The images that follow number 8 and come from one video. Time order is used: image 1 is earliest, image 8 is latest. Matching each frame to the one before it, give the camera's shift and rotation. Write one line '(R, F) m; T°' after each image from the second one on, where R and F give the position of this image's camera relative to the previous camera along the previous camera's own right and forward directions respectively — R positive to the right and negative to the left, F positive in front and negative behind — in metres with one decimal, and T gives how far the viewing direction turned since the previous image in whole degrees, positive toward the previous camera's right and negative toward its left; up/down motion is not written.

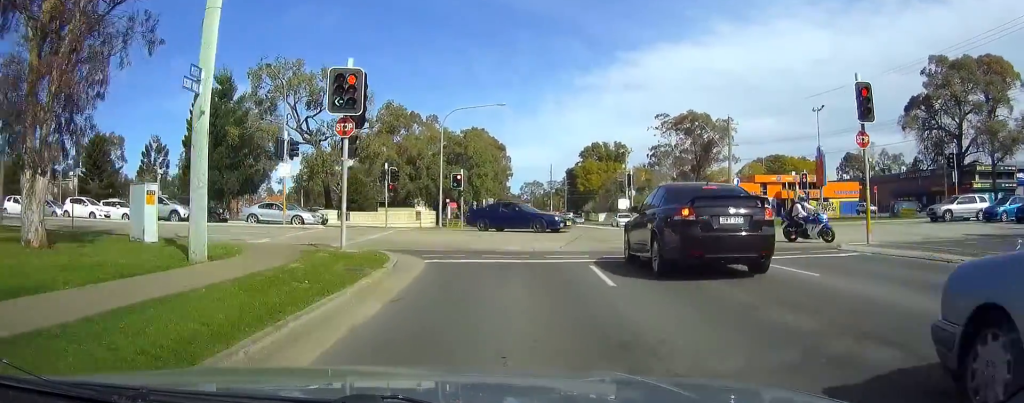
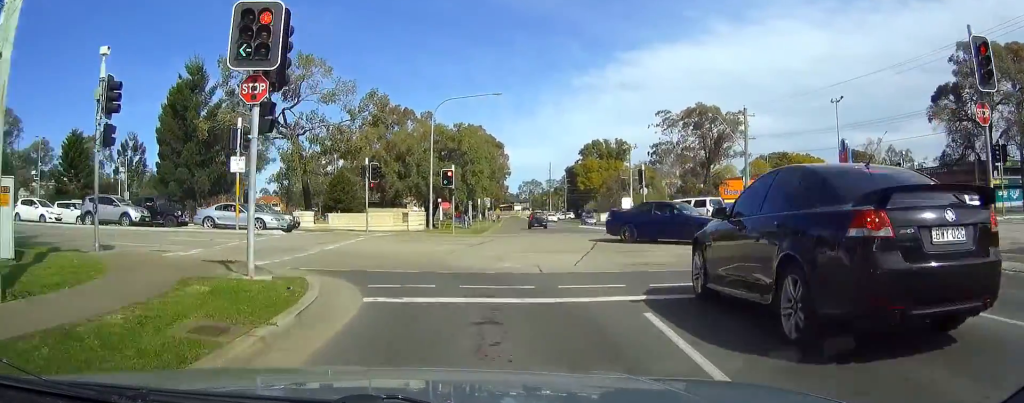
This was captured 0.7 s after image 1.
(0.0, +5.4) m; -4°
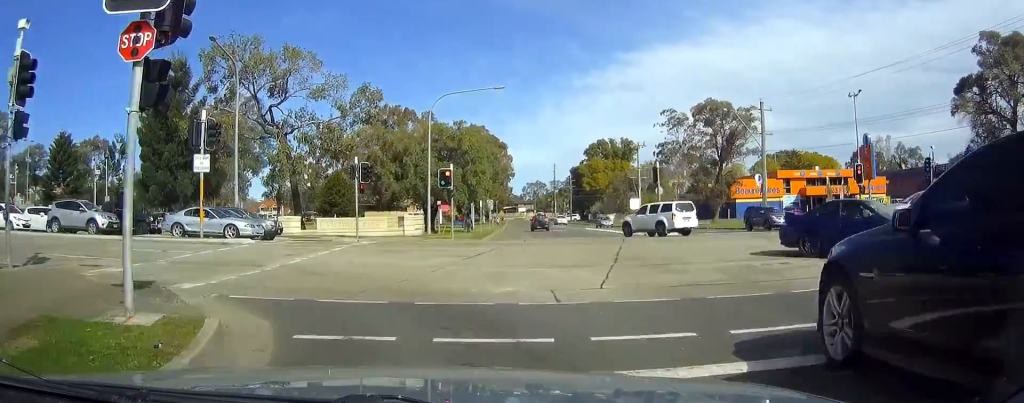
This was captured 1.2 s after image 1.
(+0.1, +3.6) m; -7°
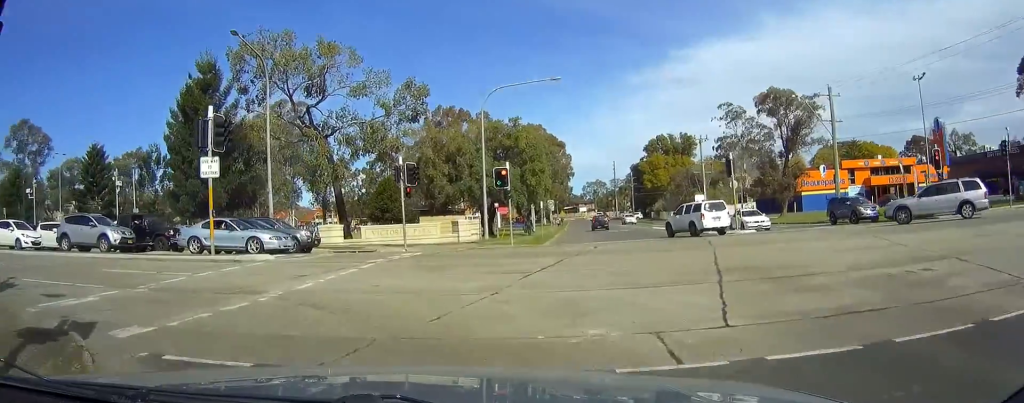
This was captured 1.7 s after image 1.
(-0.3, +3.3) m; -10°
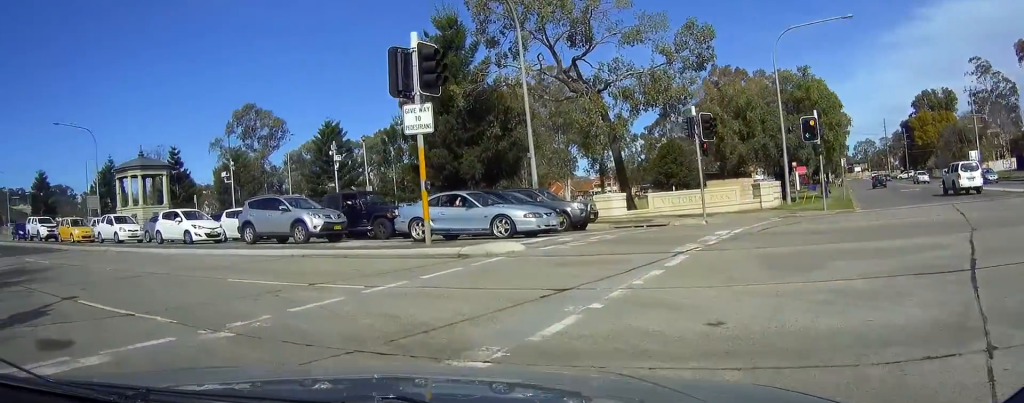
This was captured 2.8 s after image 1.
(-1.5, +6.6) m; -25°
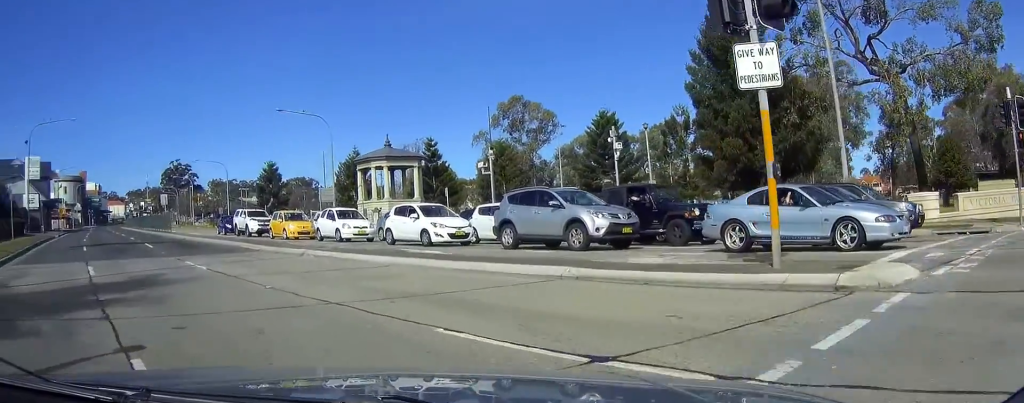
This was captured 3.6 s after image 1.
(-0.7, +5.3) m; -18°
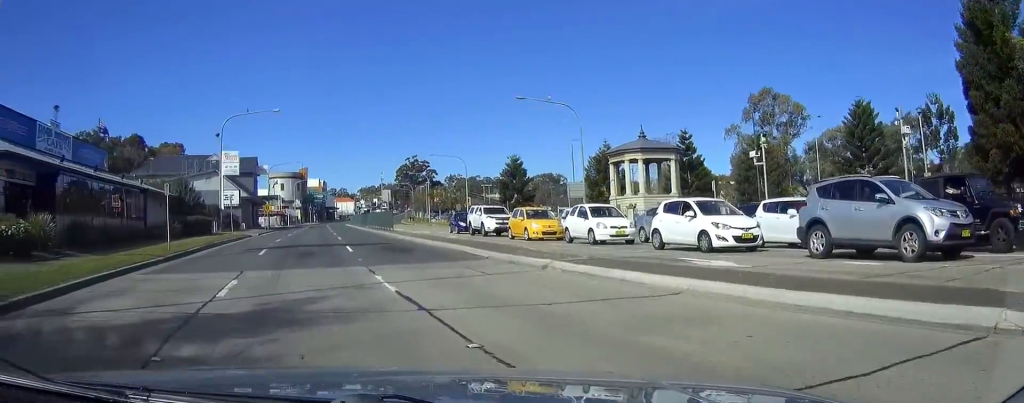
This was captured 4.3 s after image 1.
(-0.9, +5.5) m; -12°
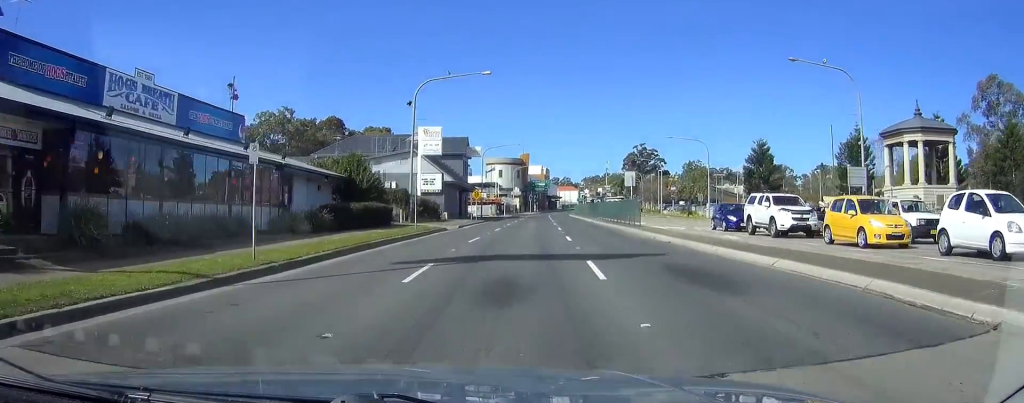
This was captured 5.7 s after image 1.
(-1.4, +13.0) m; -7°
